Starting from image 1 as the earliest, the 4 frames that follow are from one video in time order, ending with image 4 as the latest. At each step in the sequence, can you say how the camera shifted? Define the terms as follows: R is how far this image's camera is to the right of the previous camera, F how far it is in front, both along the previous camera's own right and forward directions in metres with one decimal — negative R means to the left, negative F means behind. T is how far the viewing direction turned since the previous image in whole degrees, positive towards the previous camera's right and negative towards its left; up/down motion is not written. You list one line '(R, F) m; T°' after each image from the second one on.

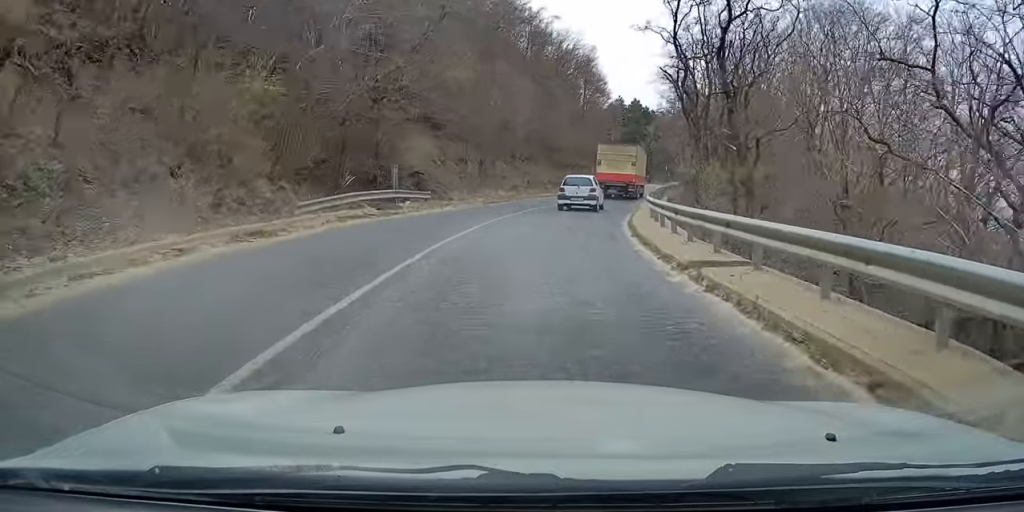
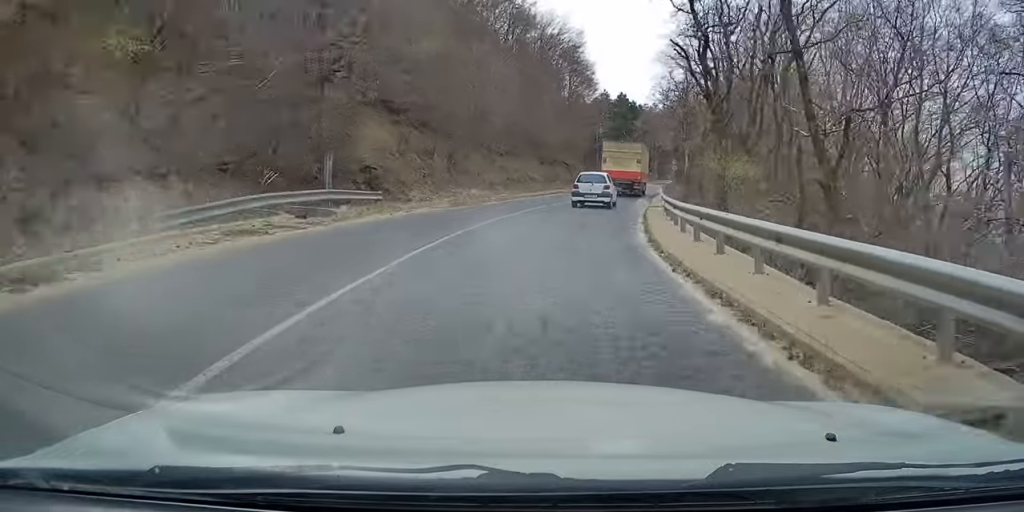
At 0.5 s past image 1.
(+0.6, +6.3) m; +3°
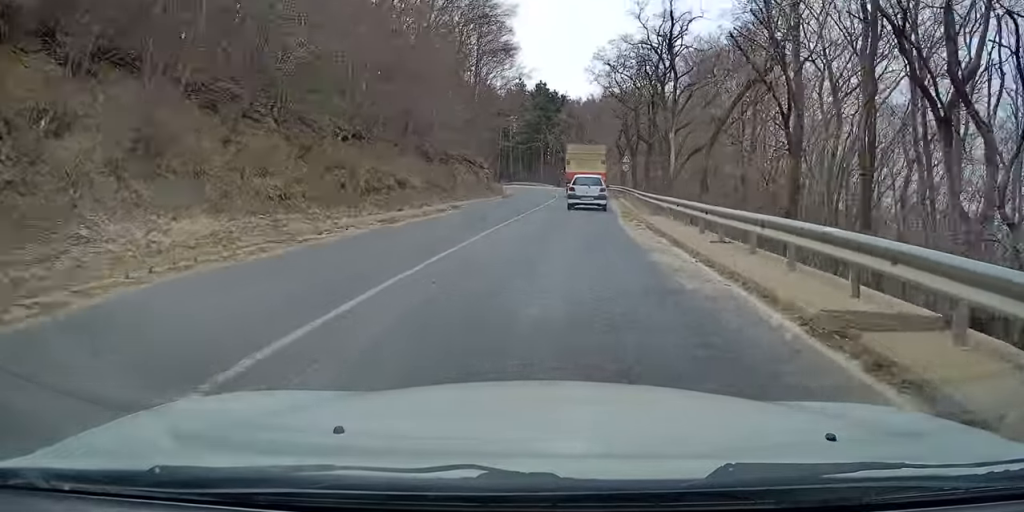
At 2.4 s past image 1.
(+2.0, +21.3) m; +10°
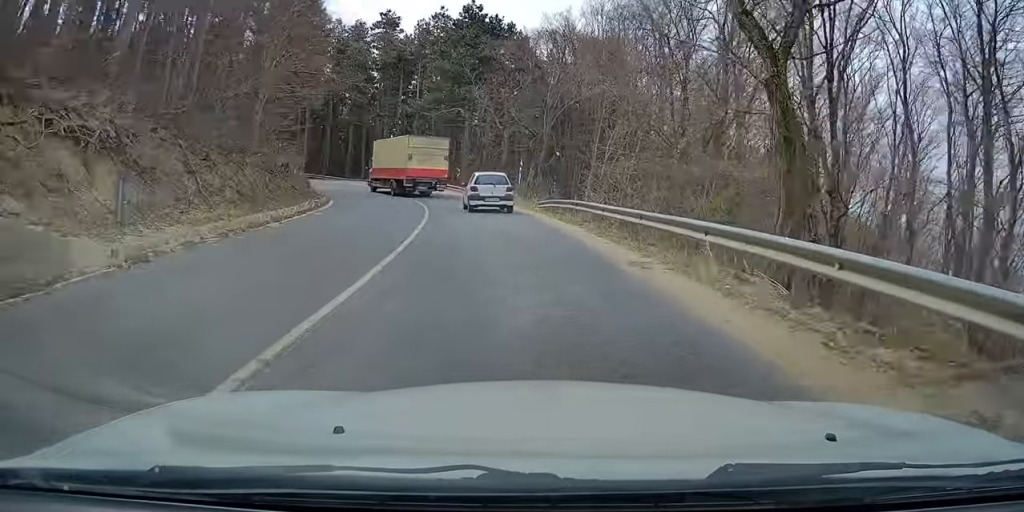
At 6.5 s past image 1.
(+2.1, +45.4) m; 0°
